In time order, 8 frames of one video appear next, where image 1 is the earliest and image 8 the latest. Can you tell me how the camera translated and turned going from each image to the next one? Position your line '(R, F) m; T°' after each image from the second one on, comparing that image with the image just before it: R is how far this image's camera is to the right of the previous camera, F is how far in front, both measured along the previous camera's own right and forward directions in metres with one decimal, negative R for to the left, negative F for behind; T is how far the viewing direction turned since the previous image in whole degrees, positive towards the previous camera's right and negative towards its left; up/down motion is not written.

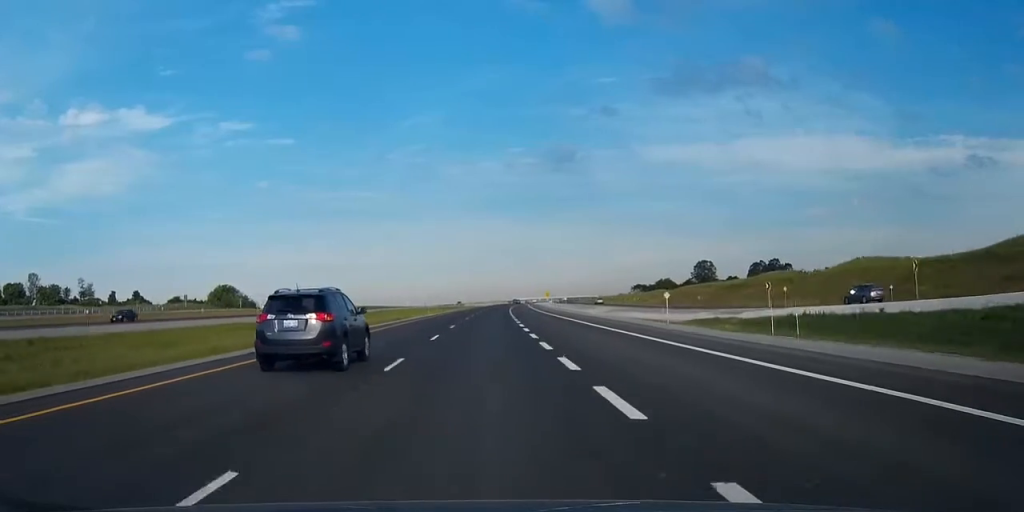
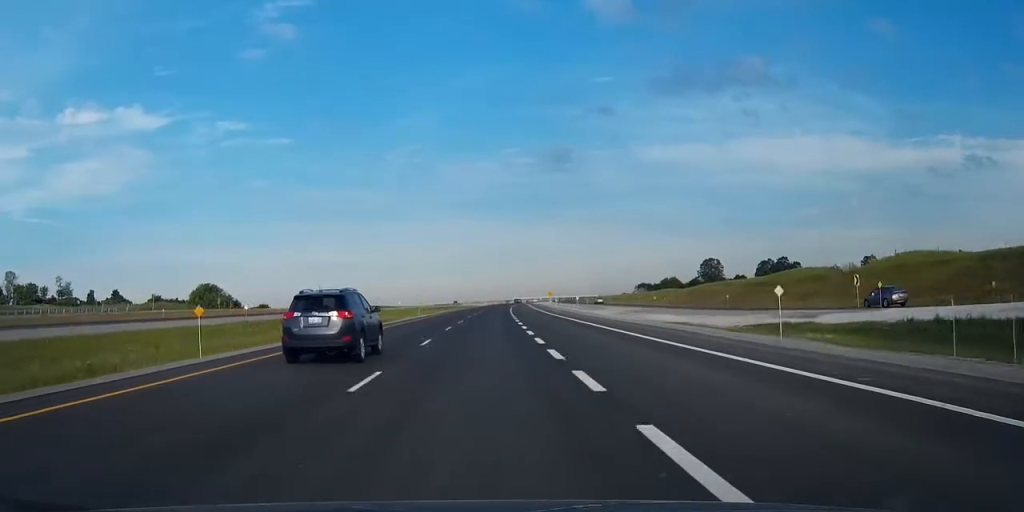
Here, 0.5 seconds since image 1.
(0.0, +15.6) m; 0°
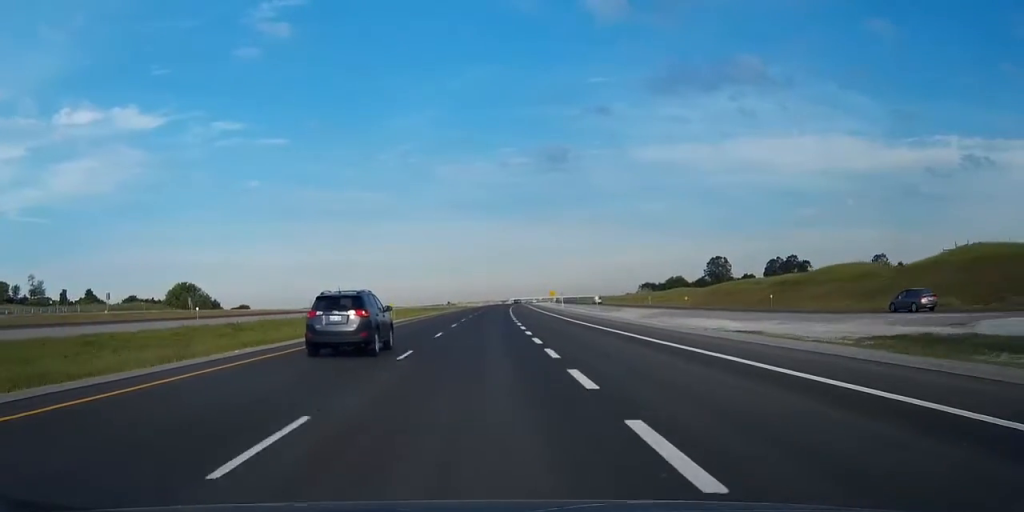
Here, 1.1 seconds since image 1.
(-0.1, +17.7) m; 0°
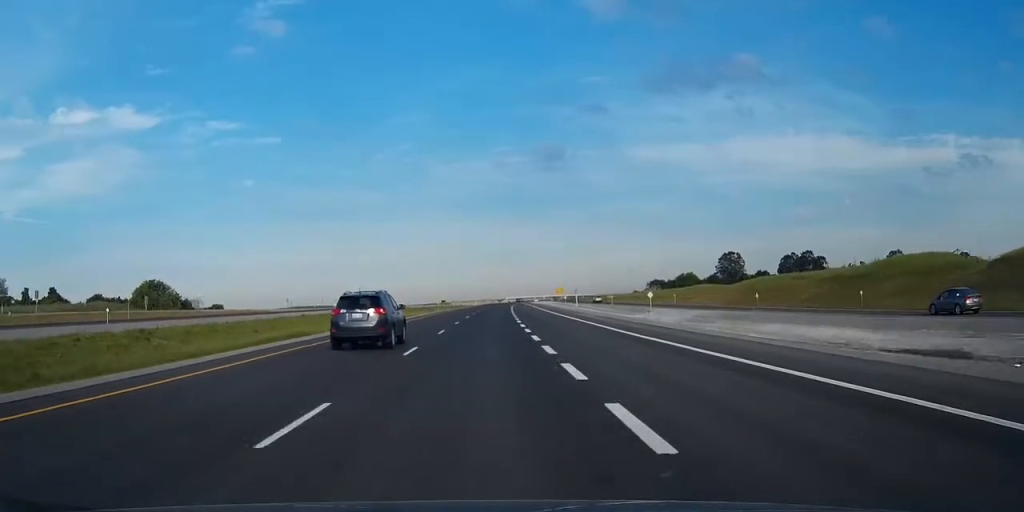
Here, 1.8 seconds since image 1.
(+0.2, +22.9) m; +1°
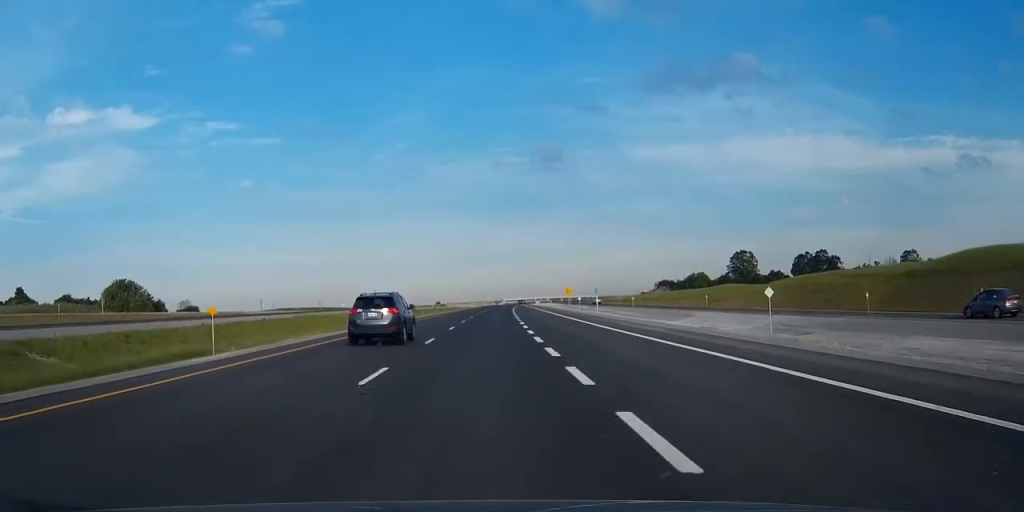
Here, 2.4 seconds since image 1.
(+0.1, +18.7) m; 0°
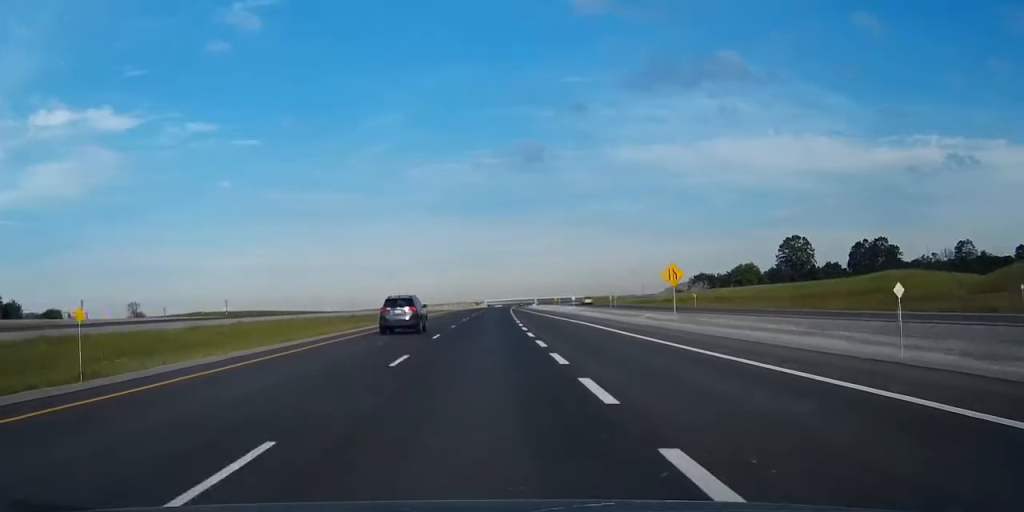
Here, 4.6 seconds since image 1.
(+0.9, +68.3) m; +2°
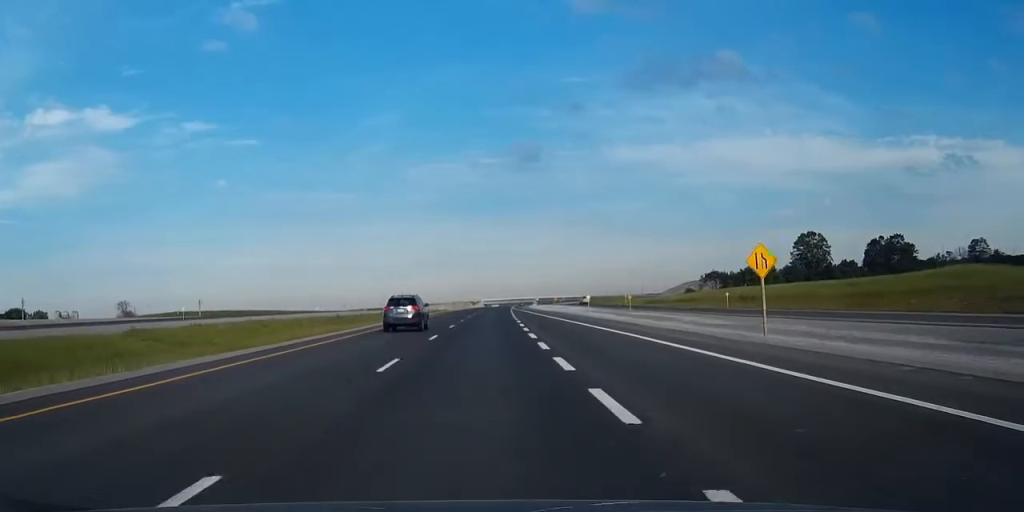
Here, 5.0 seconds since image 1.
(0.0, +13.4) m; 0°
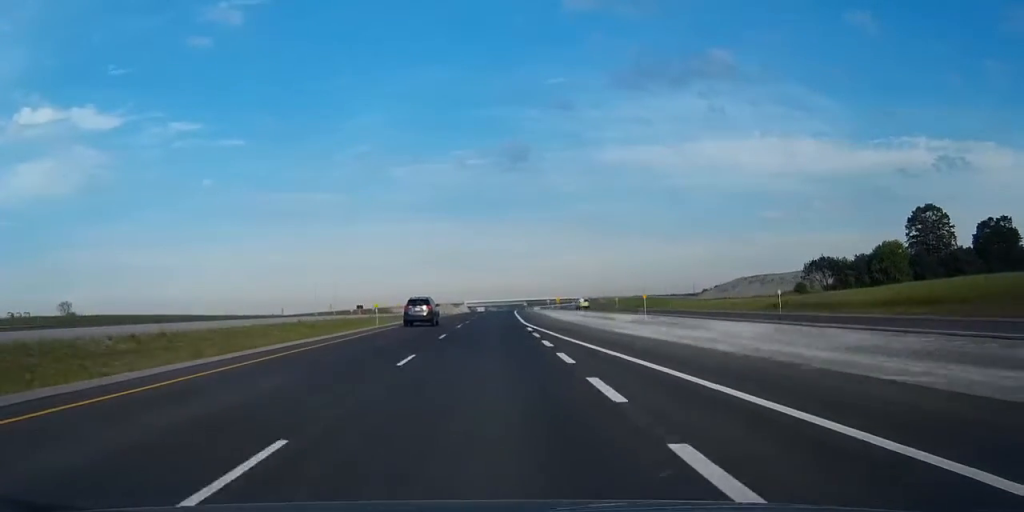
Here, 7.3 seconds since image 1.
(+0.7, +70.3) m; +2°
